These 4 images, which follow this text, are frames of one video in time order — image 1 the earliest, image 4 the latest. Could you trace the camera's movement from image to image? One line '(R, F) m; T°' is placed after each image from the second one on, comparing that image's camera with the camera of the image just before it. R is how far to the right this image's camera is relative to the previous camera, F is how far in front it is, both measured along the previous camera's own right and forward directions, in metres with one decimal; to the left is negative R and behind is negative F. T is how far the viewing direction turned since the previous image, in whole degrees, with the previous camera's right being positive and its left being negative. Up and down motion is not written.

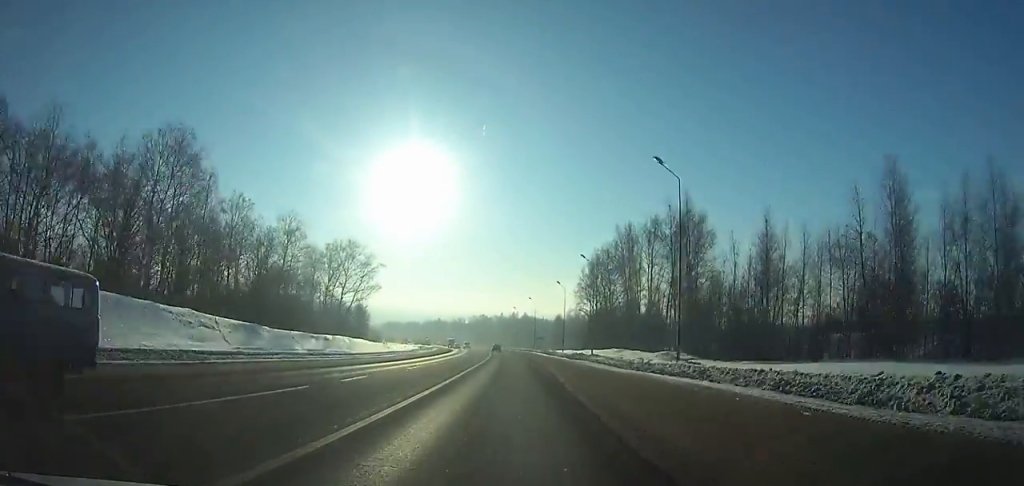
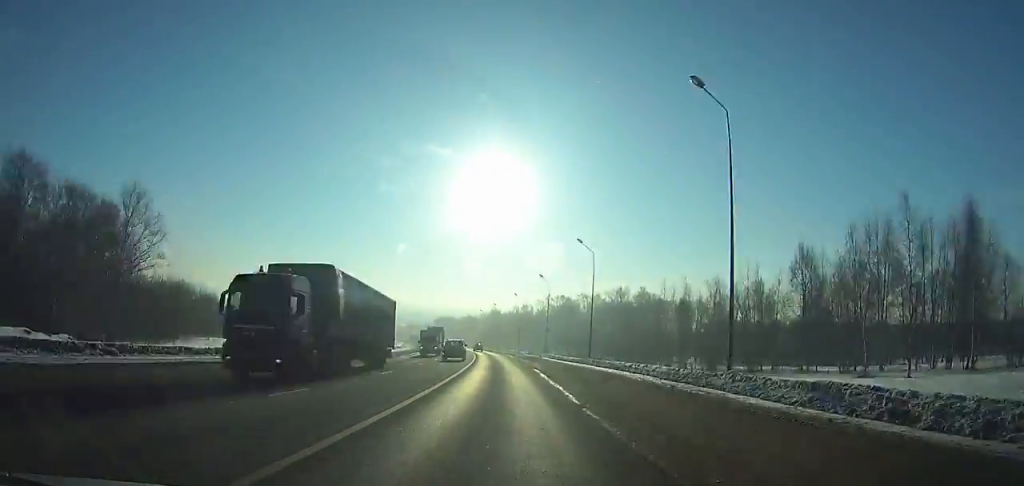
(-10.8, +161.2) m; -9°
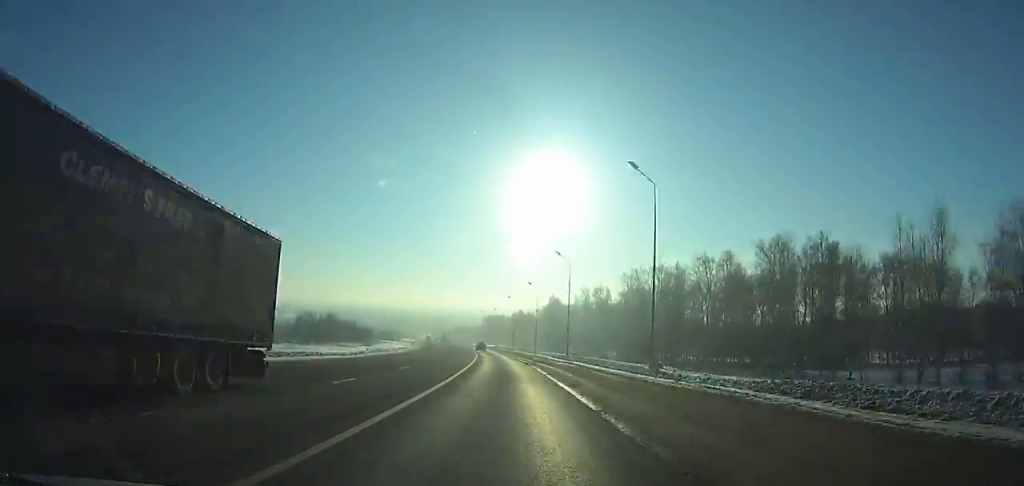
(-3.8, +79.6) m; -6°
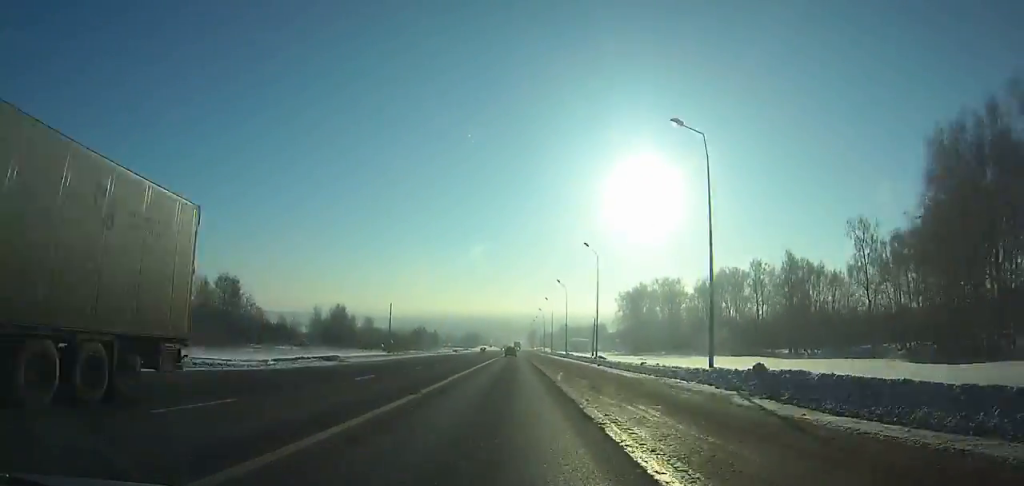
(-23.0, +249.4) m; -7°
